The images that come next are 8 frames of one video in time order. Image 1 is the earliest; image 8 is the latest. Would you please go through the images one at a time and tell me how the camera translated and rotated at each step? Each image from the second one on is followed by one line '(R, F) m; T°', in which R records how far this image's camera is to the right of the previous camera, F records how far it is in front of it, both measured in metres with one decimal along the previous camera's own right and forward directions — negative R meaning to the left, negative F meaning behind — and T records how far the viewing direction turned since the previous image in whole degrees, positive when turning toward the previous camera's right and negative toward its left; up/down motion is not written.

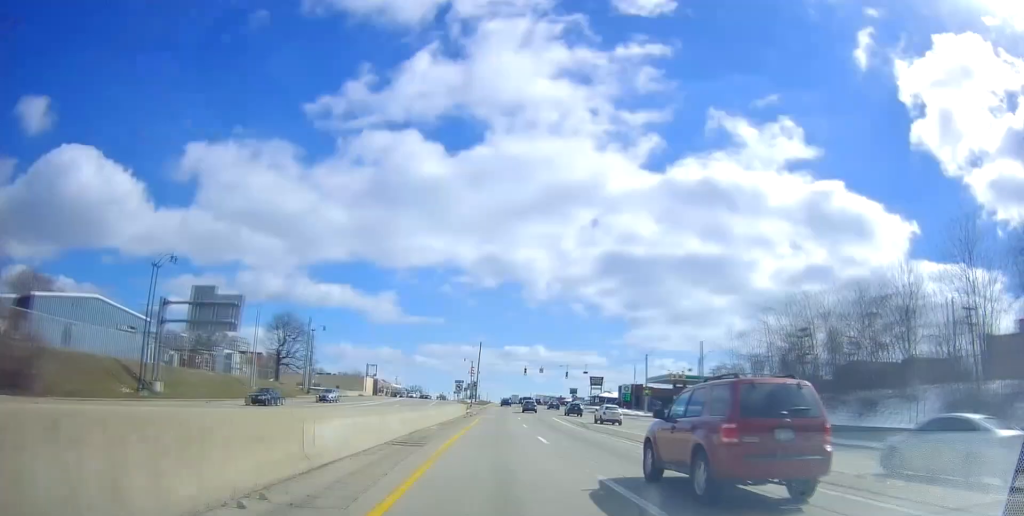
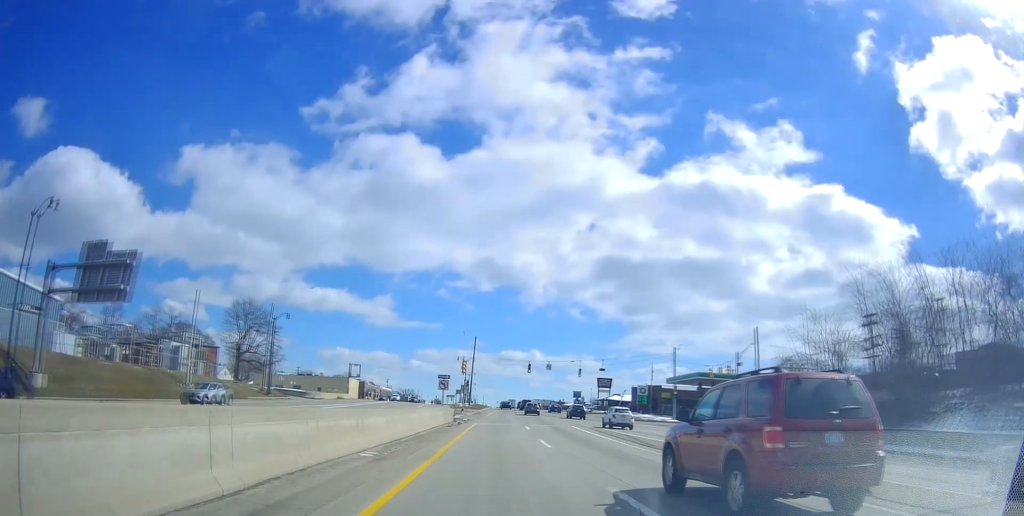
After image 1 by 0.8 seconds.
(0.0, +16.1) m; +1°
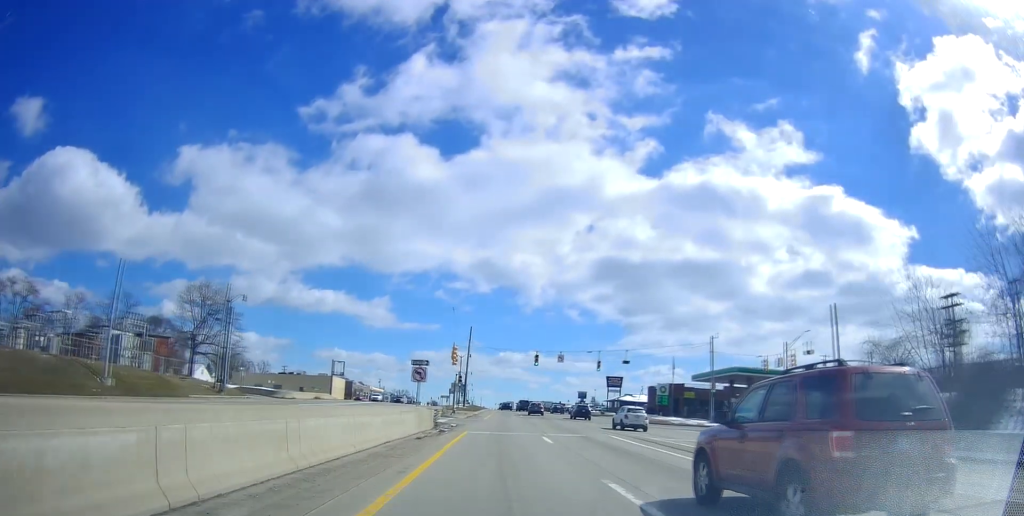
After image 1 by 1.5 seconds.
(+0.5, +14.2) m; +2°
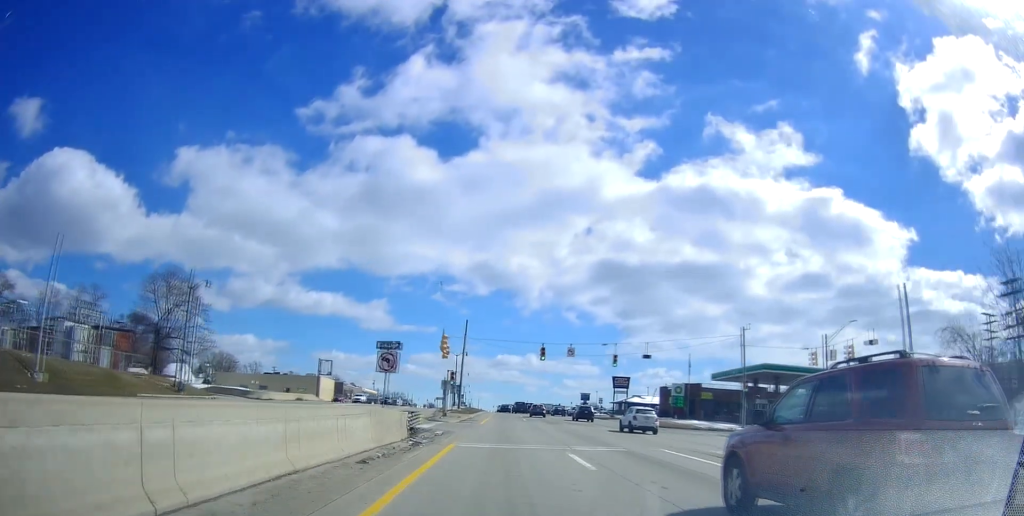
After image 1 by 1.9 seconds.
(0.0, +8.9) m; 0°
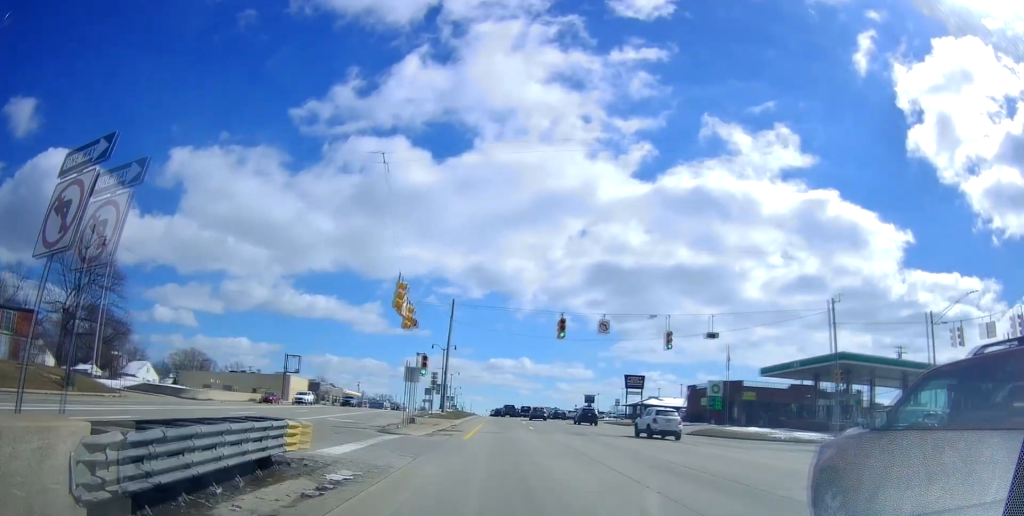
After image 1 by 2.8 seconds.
(-0.1, +17.1) m; -1°
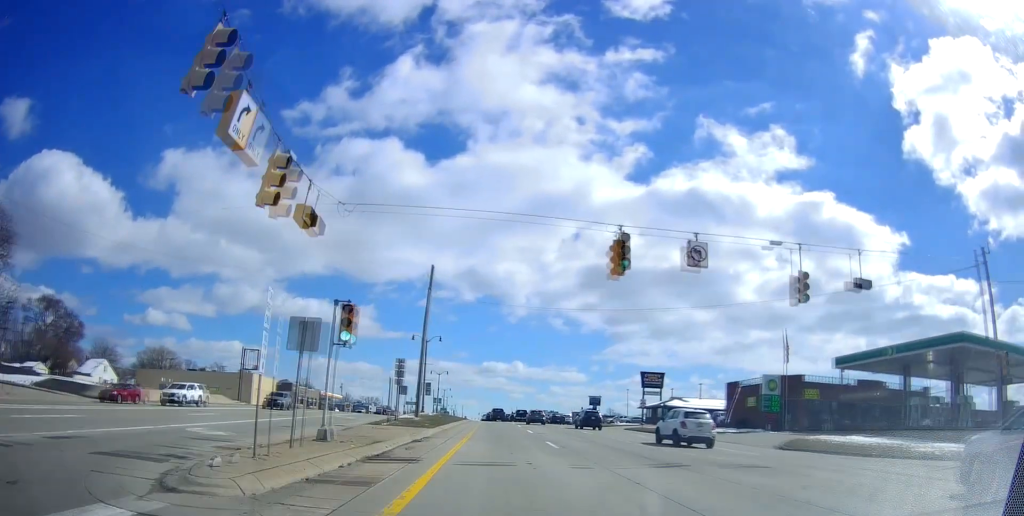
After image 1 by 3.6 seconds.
(-0.2, +16.3) m; -1°
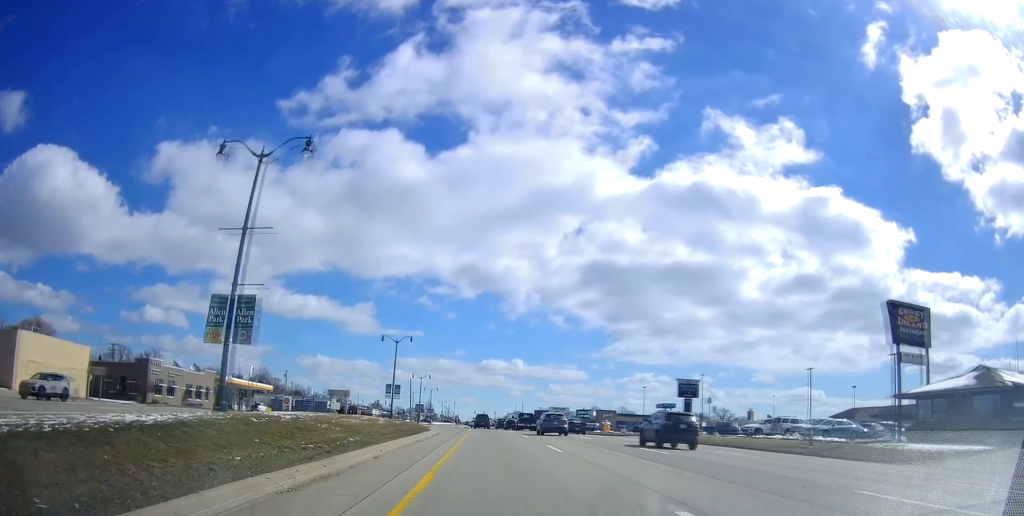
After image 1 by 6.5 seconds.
(+2.4, +61.2) m; +3°
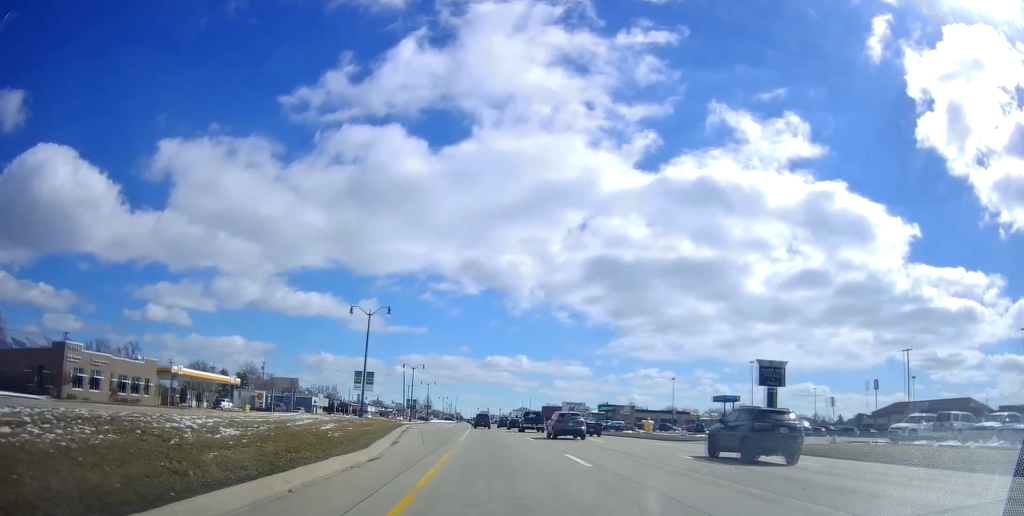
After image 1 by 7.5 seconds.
(-0.5, +20.0) m; -1°
